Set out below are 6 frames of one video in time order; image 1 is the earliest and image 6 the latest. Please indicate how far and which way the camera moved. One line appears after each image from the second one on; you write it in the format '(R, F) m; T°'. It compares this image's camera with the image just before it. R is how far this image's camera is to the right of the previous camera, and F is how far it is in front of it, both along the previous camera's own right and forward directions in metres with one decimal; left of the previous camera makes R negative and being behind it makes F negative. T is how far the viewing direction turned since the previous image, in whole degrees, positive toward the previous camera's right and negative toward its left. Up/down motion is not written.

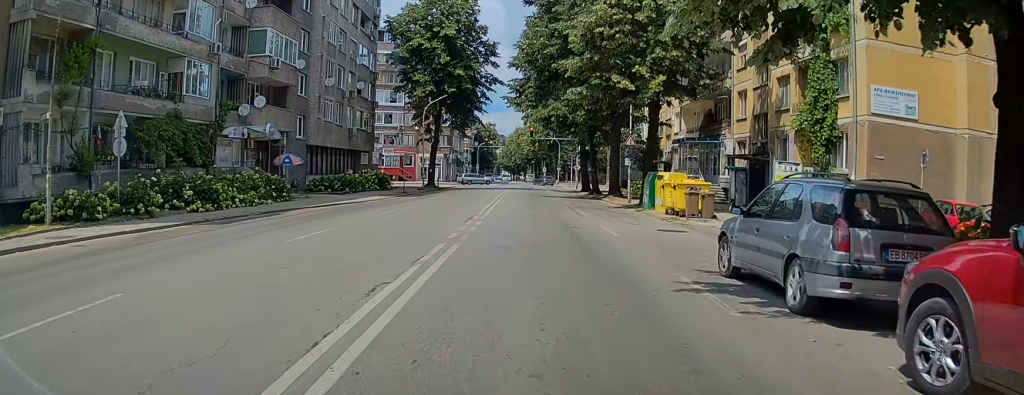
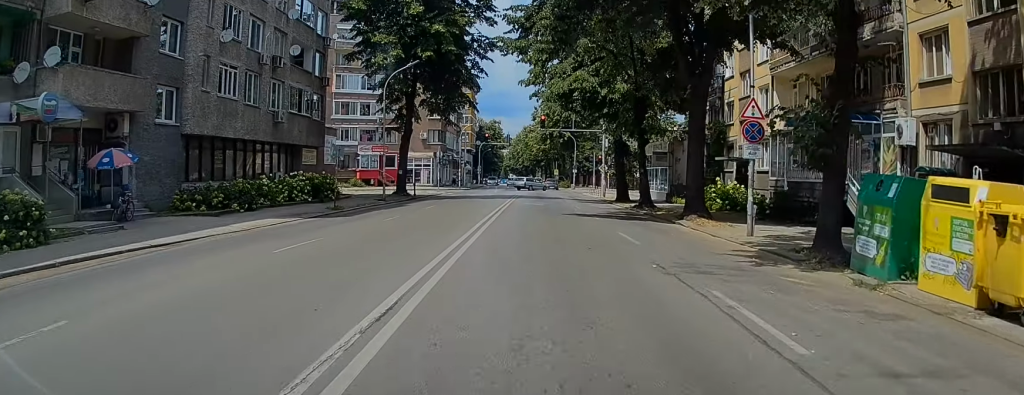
(+0.8, +19.4) m; +4°
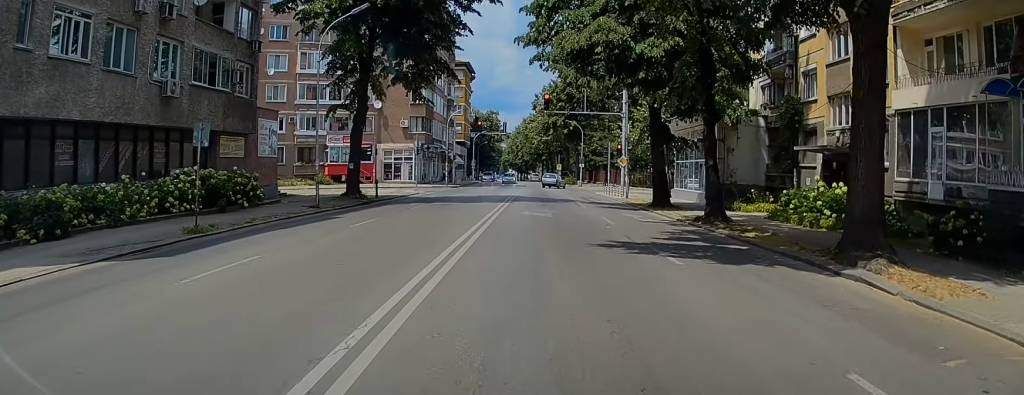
(0.0, +12.6) m; 0°
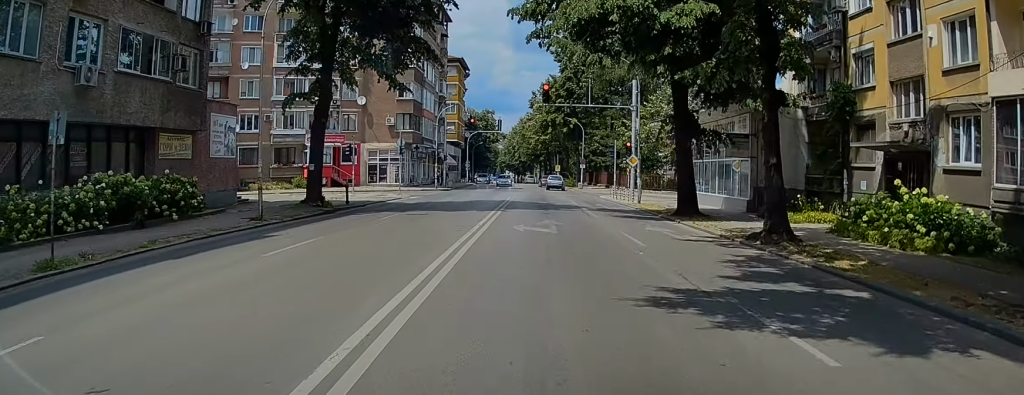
(-0.1, +5.8) m; 0°
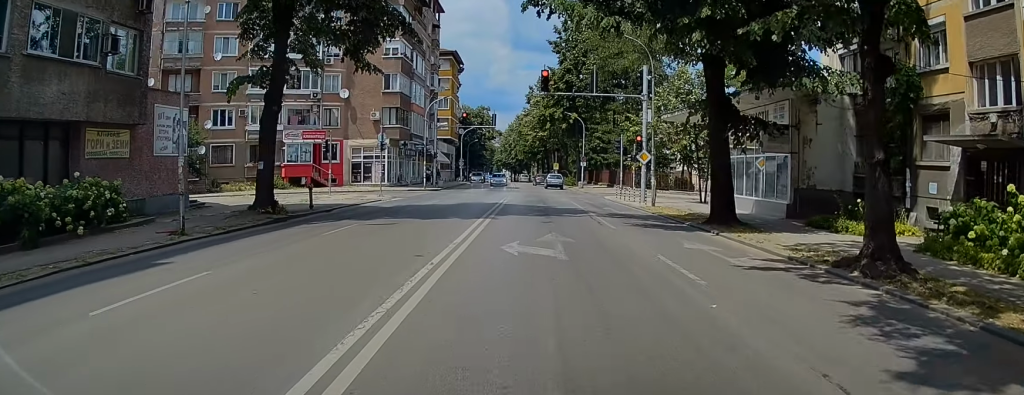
(0.0, +5.0) m; 0°
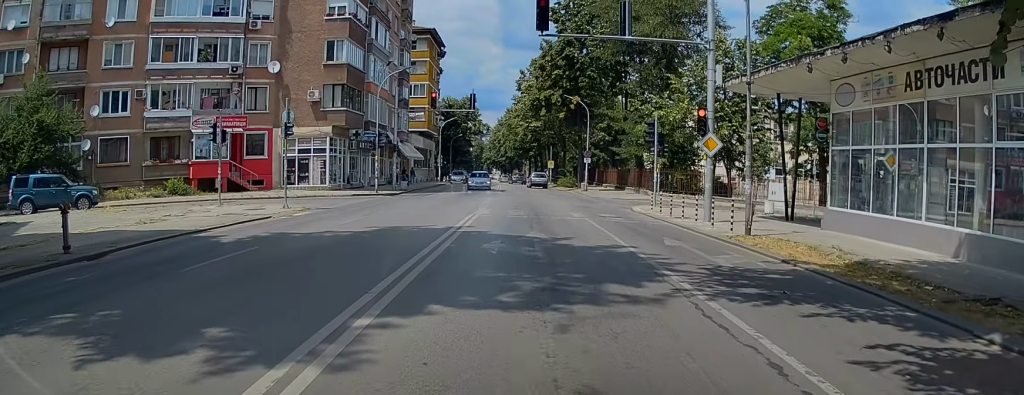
(+0.2, +15.9) m; +1°
